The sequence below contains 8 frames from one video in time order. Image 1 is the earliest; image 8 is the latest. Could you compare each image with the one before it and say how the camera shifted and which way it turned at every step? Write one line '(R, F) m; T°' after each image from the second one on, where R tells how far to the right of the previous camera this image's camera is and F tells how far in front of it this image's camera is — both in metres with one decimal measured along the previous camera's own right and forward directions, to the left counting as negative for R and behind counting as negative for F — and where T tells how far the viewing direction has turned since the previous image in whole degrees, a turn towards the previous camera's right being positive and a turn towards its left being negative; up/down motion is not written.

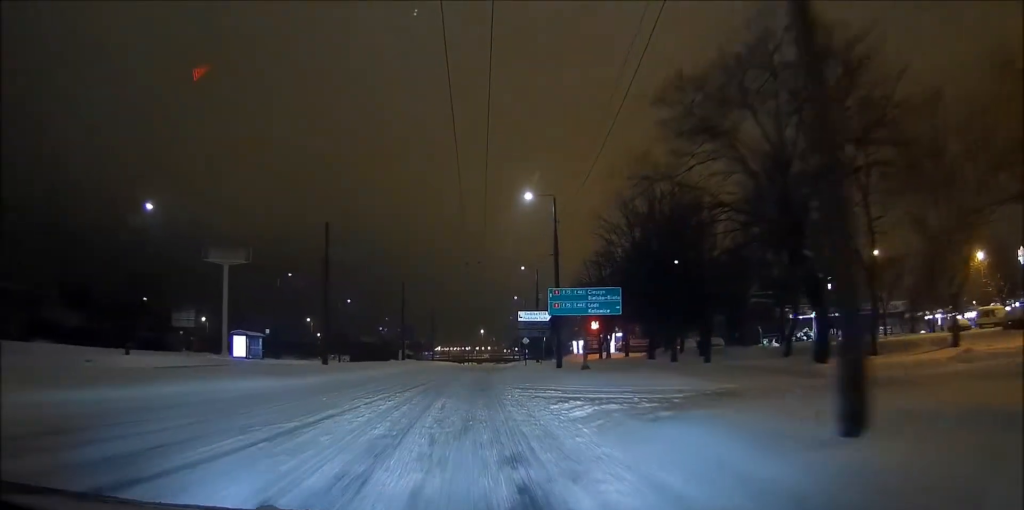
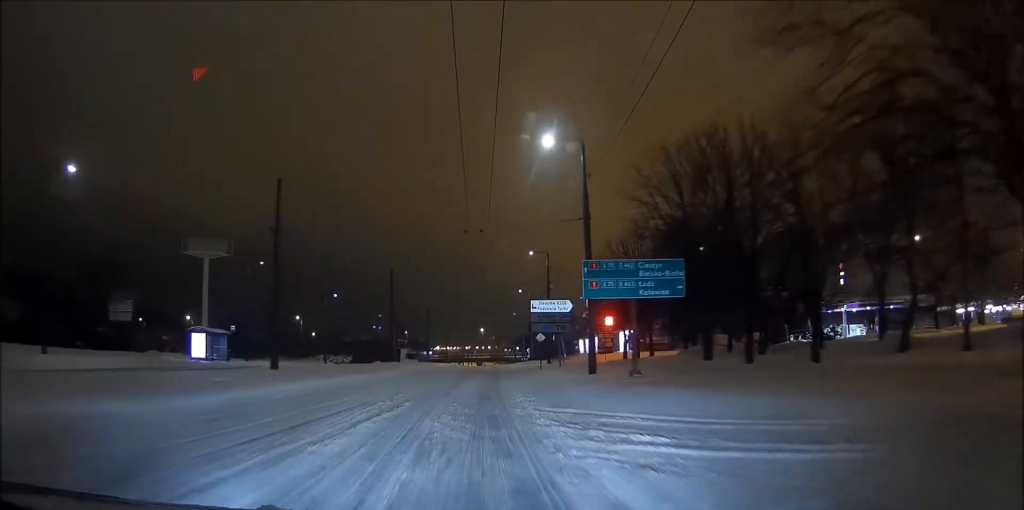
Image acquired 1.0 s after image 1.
(0.0, +10.1) m; 0°
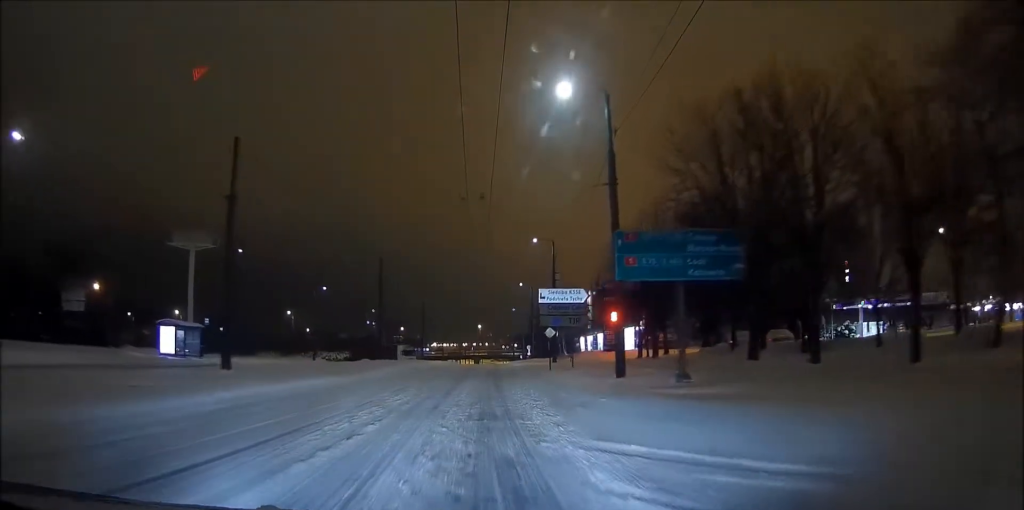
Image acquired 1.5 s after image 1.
(0.0, +5.6) m; 0°
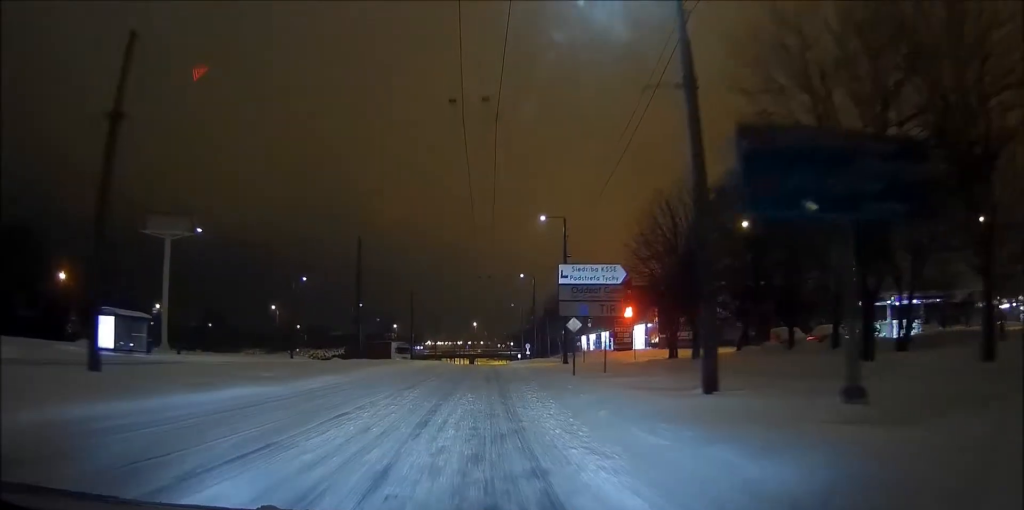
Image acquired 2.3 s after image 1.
(-0.1, +8.6) m; 0°
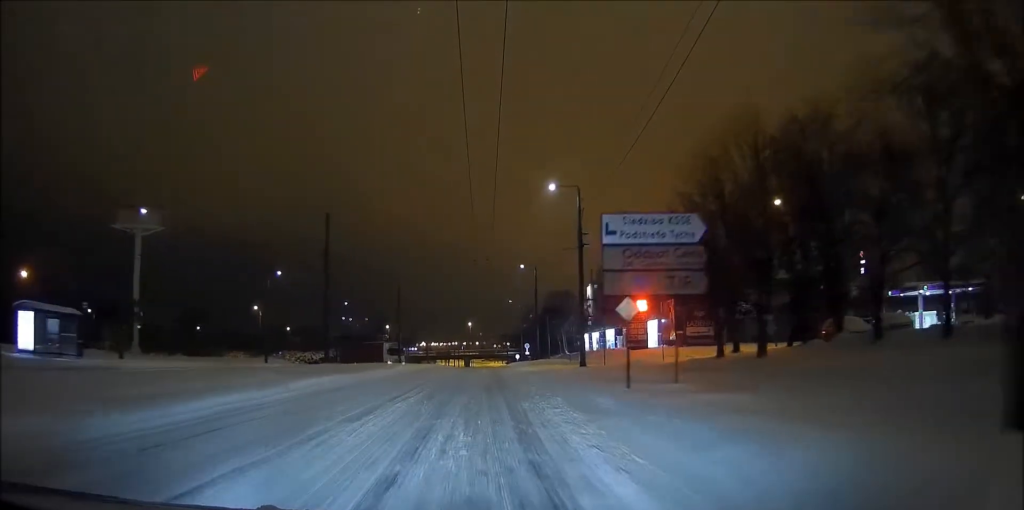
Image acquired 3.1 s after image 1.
(+0.1, +8.2) m; +1°
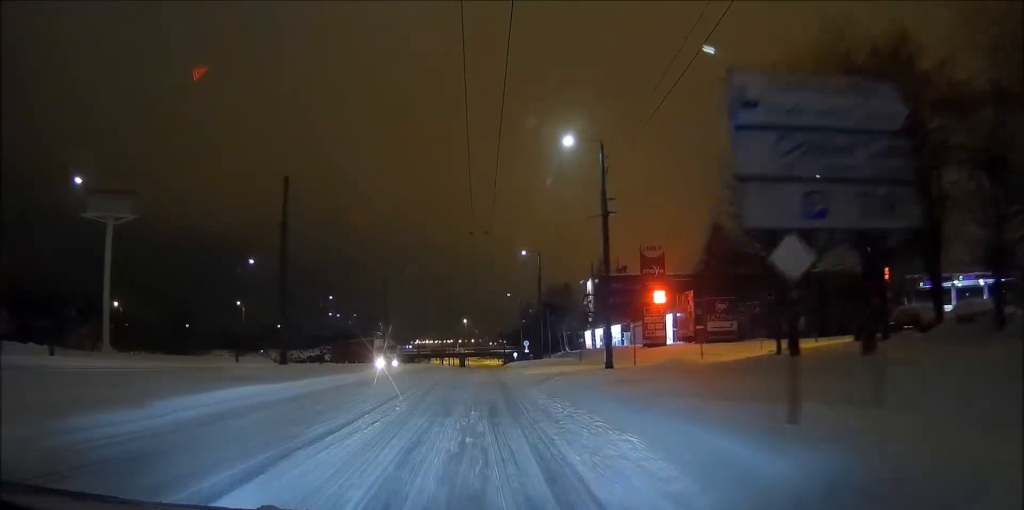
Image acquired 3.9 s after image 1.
(+0.1, +7.9) m; +1°
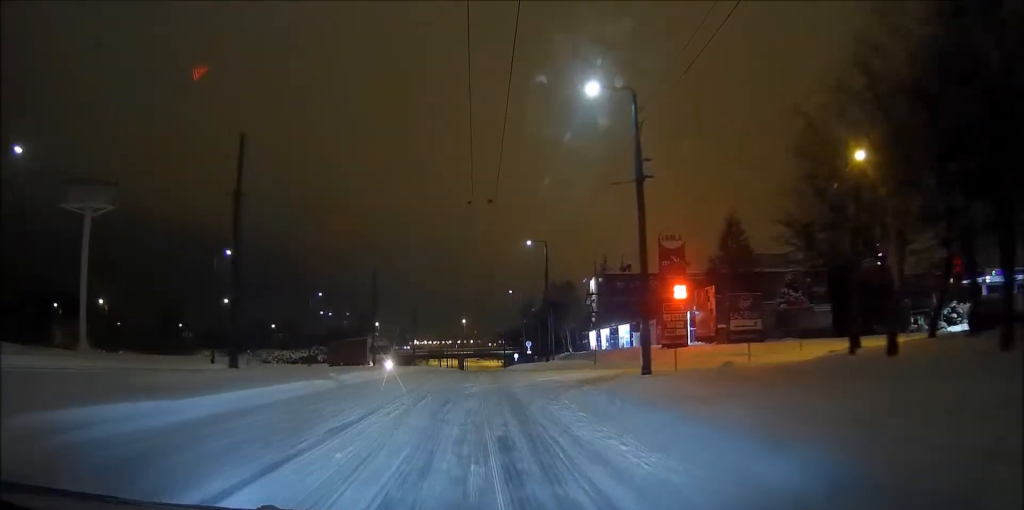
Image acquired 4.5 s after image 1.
(0.0, +6.1) m; 0°
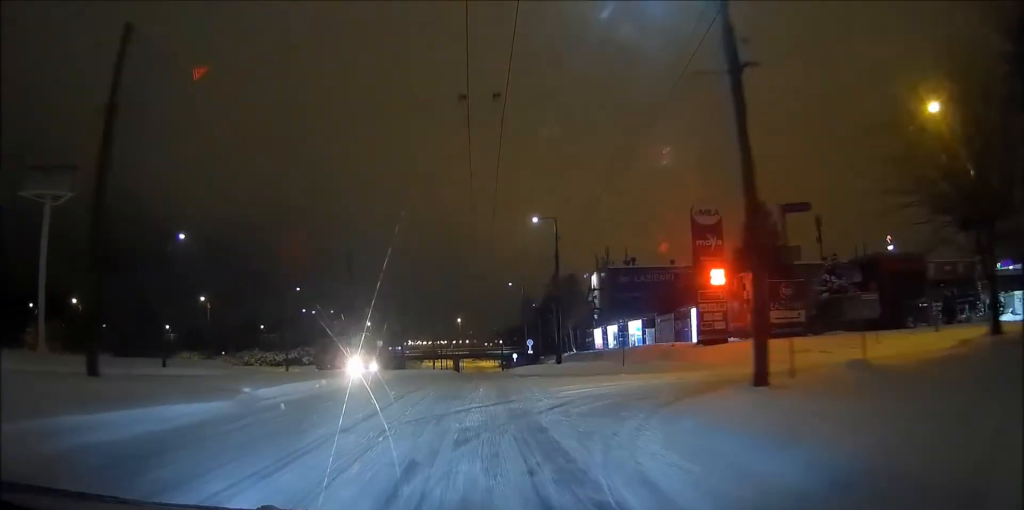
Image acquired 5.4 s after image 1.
(0.0, +9.2) m; +1°
